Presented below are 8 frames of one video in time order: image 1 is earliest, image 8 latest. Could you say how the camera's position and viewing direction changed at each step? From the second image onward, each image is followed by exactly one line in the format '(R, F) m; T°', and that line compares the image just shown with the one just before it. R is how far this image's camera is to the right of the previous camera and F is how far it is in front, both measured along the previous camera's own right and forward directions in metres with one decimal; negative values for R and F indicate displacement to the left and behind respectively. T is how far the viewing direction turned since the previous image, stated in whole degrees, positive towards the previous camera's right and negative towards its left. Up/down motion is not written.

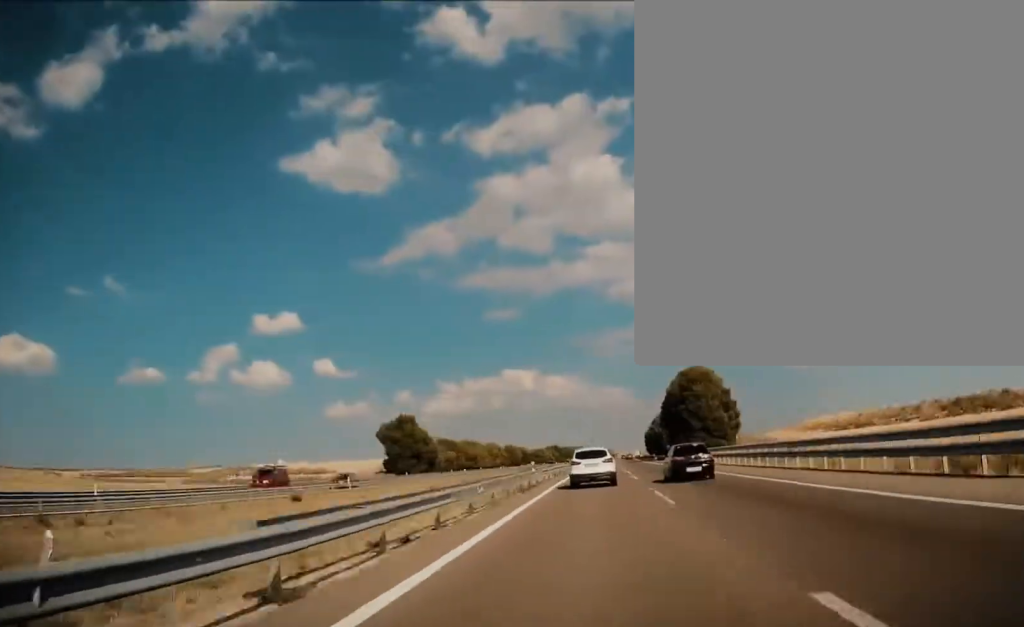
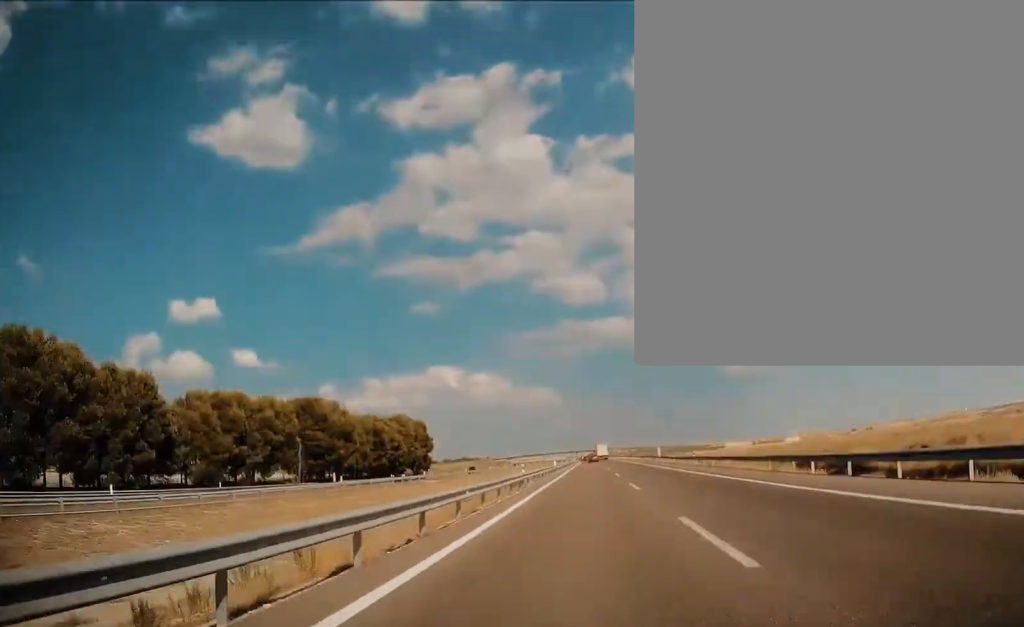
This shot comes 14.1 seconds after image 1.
(+21.2, +546.4) m; +1°
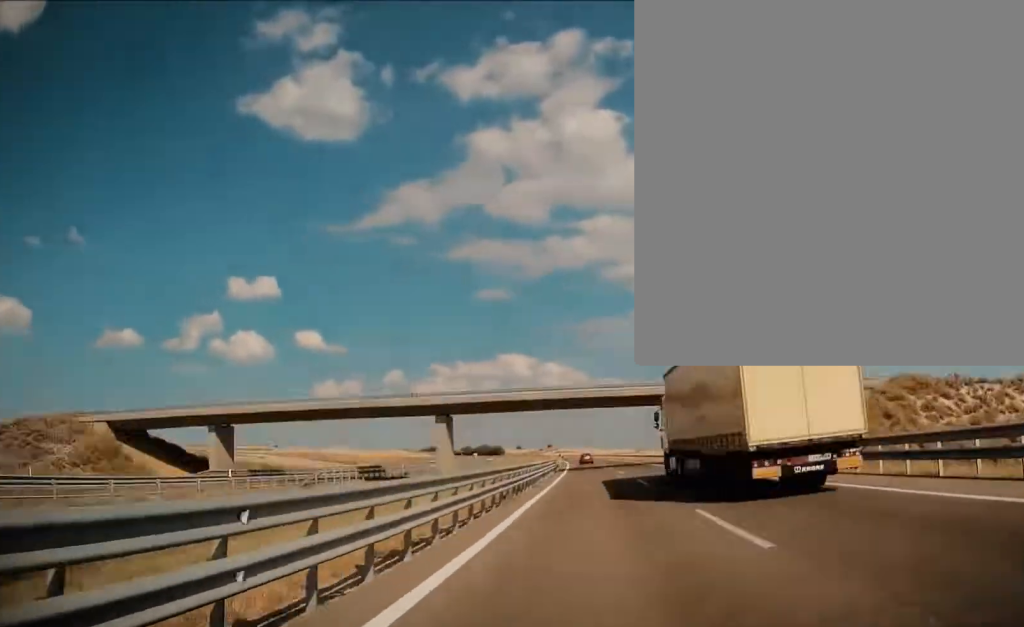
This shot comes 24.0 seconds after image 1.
(-12.8, +387.7) m; -6°
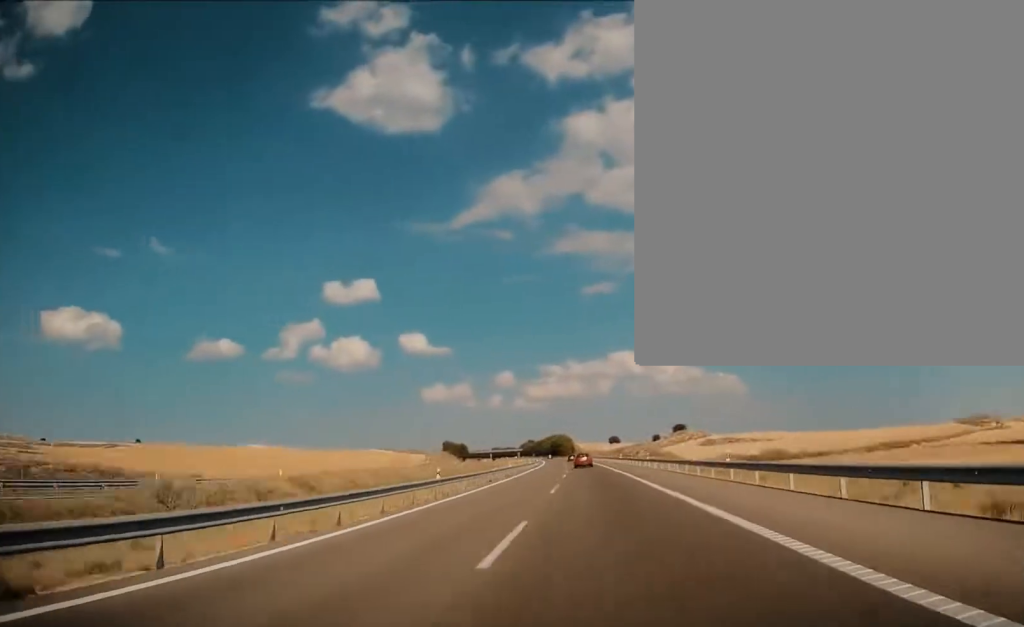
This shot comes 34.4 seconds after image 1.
(-34.3, +416.1) m; -10°
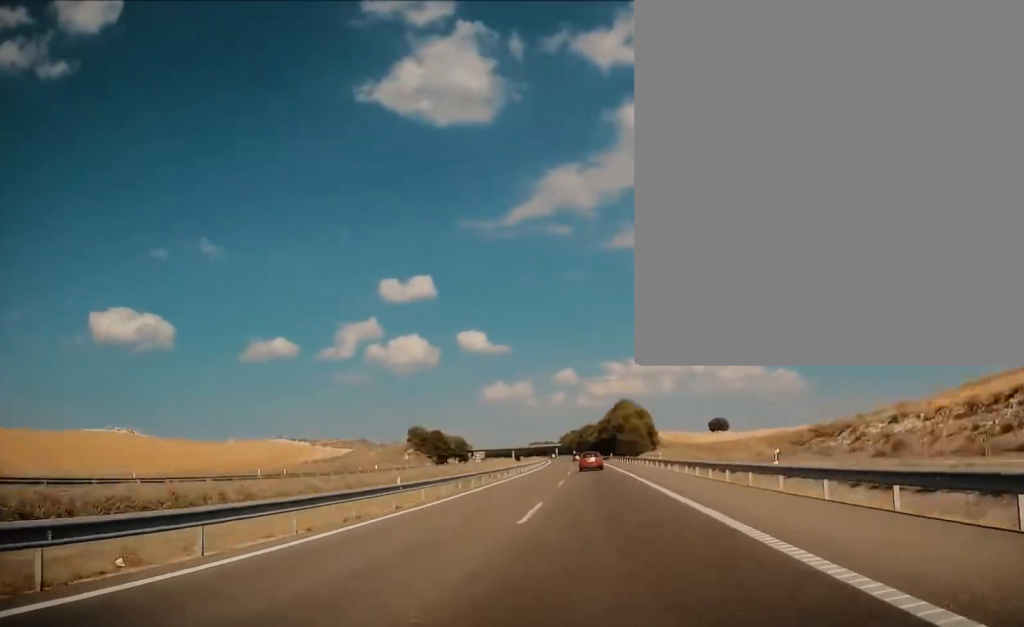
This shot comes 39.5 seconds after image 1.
(-9.7, +206.5) m; -5°
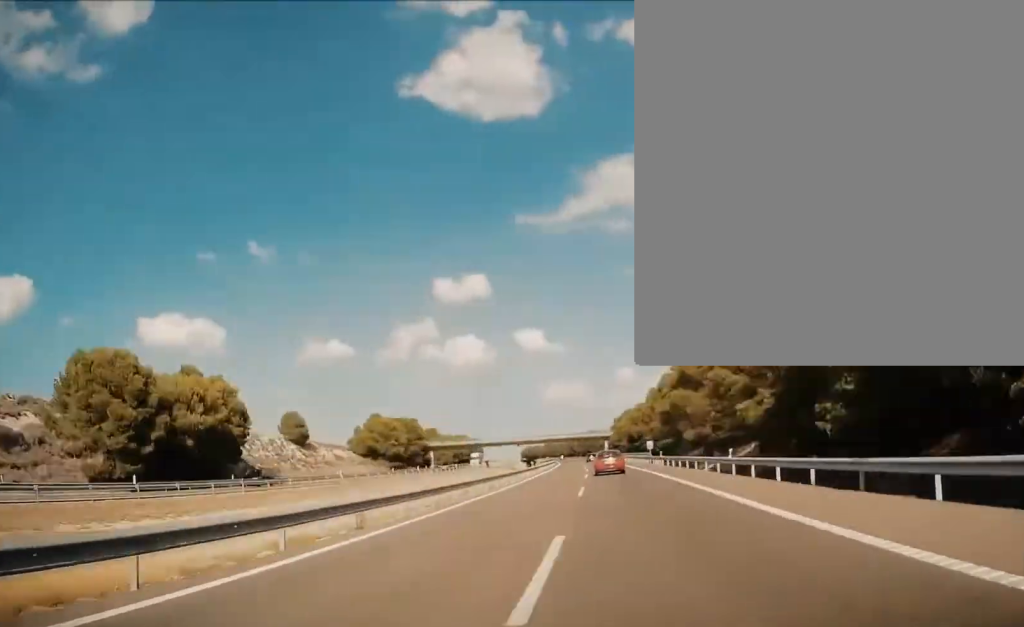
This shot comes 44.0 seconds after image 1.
(-8.8, +182.3) m; -4°
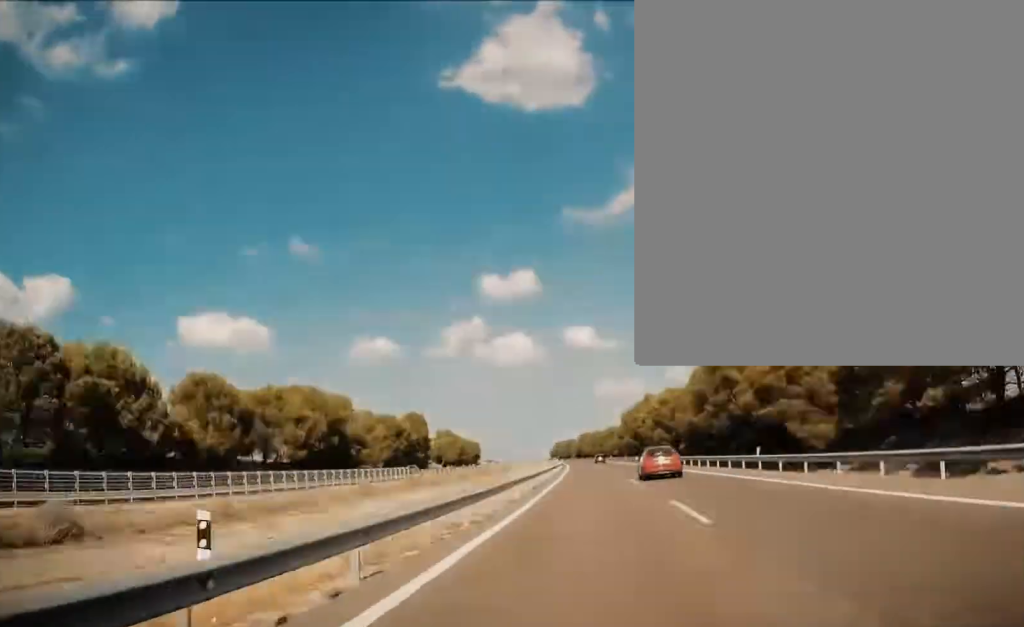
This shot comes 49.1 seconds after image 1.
(-4.2, +203.8) m; -5°
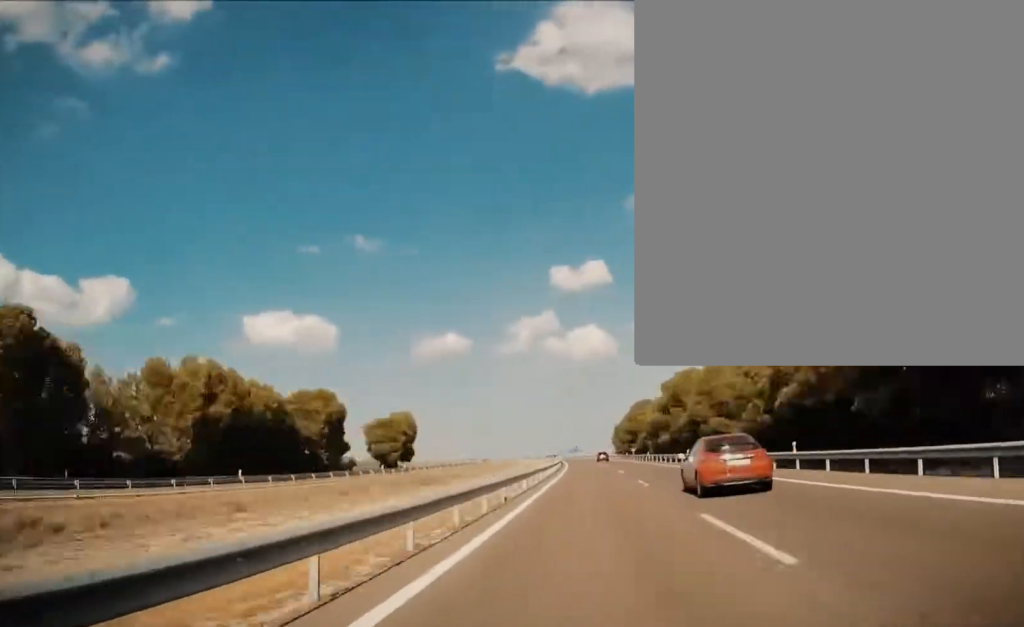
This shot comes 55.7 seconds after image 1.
(-15.8, +262.3) m; -6°
